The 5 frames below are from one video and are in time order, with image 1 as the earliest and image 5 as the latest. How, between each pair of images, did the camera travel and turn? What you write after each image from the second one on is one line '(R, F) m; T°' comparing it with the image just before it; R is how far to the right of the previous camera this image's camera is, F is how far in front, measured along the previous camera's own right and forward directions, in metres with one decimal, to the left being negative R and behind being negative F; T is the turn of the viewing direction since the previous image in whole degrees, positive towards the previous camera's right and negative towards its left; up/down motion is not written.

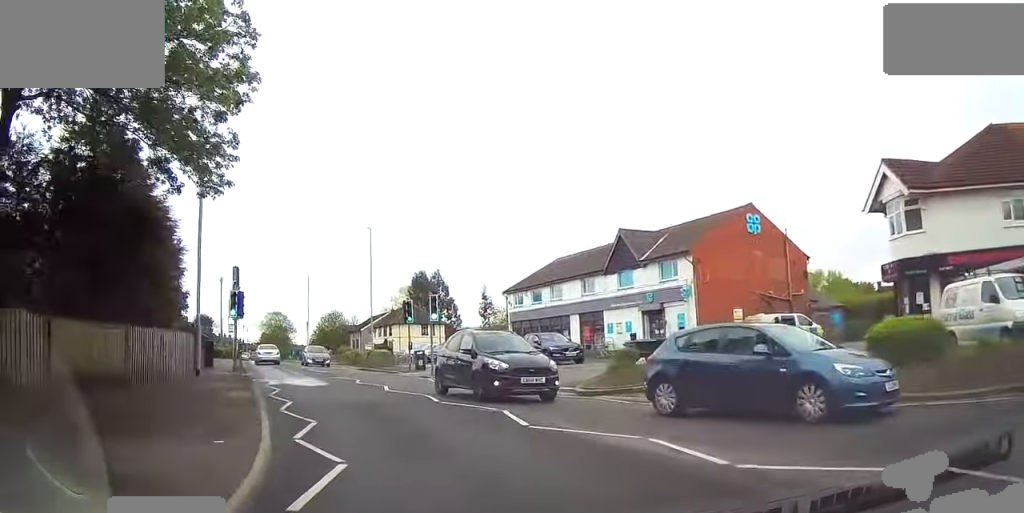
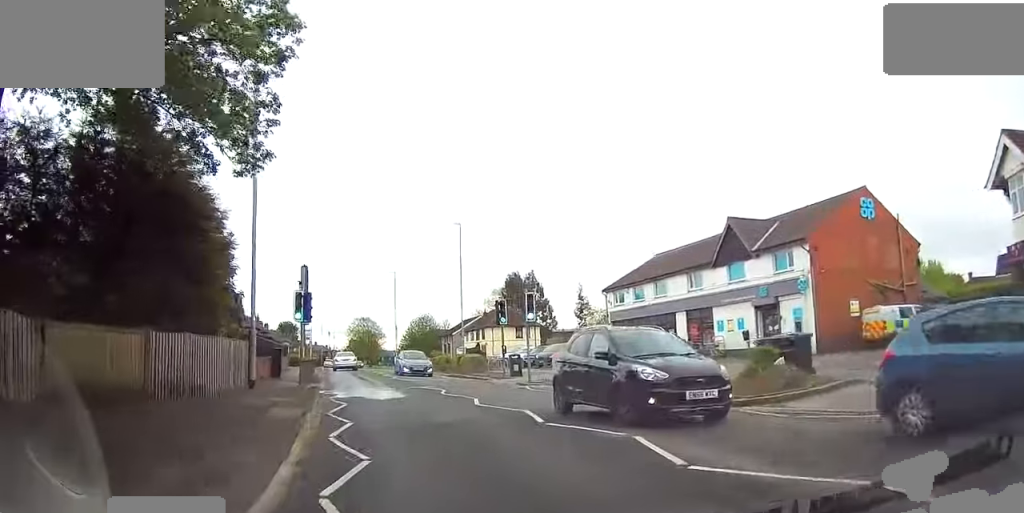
(+0.1, +3.3) m; -6°
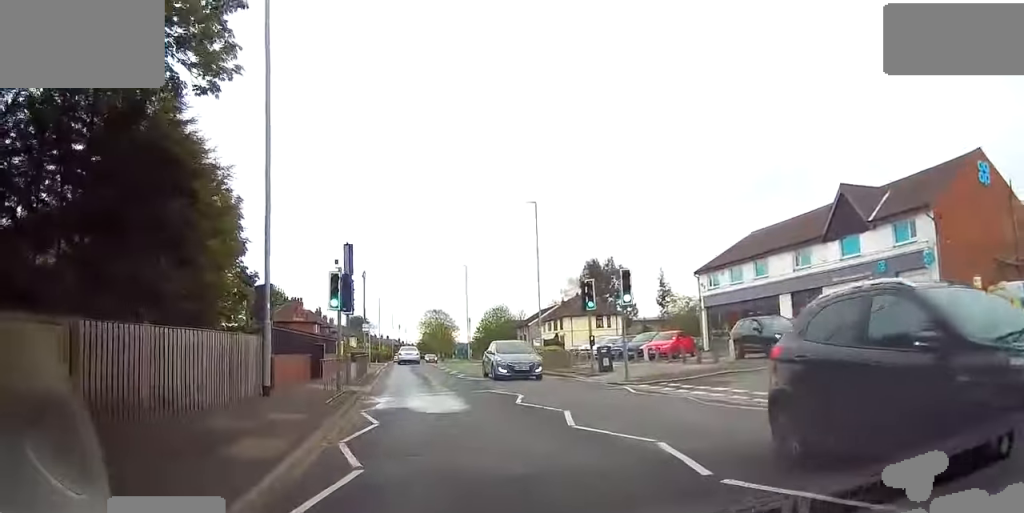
(-0.7, +5.1) m; -15°
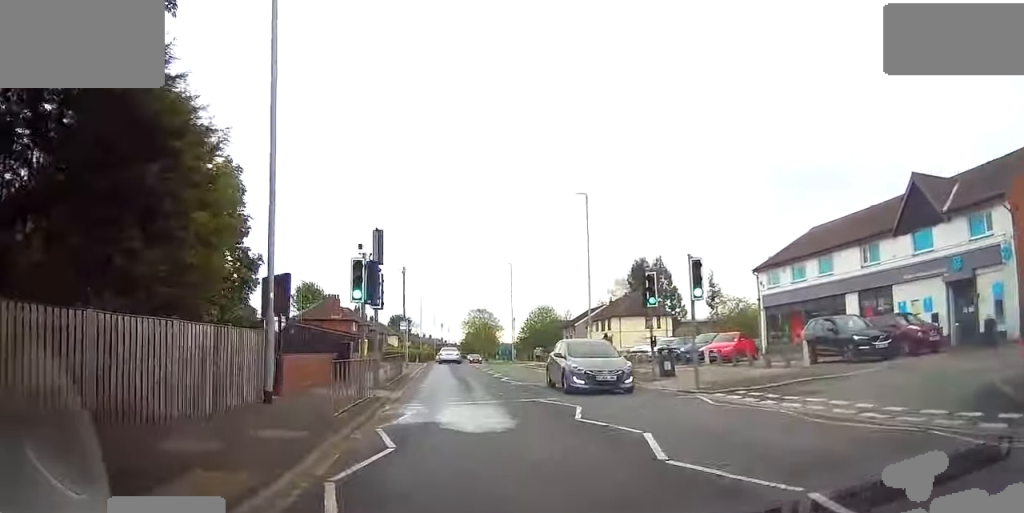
(-0.4, +2.9) m; -4°
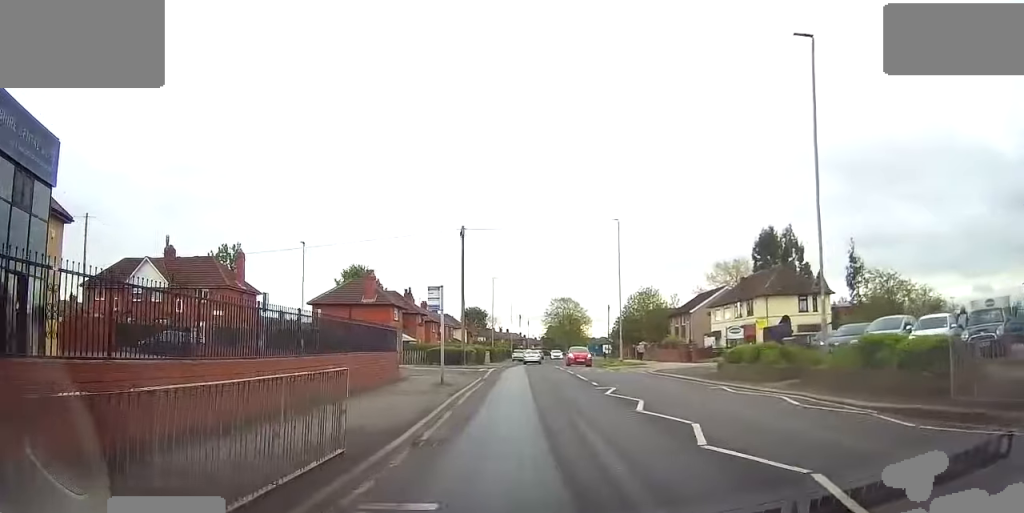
(-0.8, +20.9) m; -3°
